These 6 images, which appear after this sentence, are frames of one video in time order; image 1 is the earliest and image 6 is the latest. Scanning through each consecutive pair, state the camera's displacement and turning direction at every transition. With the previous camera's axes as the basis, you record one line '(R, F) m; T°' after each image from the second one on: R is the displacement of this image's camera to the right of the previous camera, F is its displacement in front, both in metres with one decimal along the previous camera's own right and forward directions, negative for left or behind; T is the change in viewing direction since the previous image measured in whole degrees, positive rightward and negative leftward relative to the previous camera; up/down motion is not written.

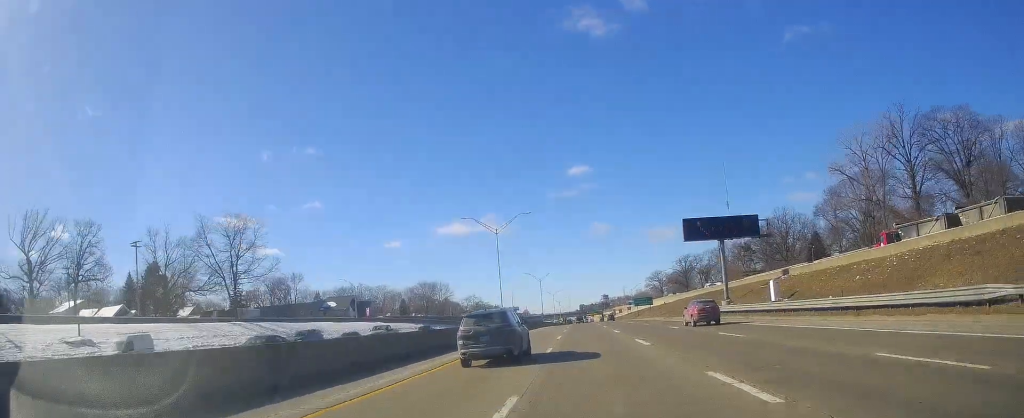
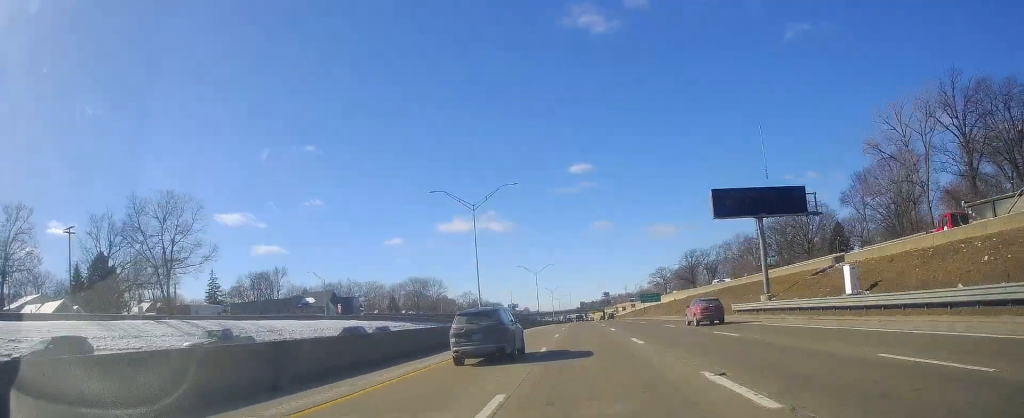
(-0.1, +14.8) m; 0°
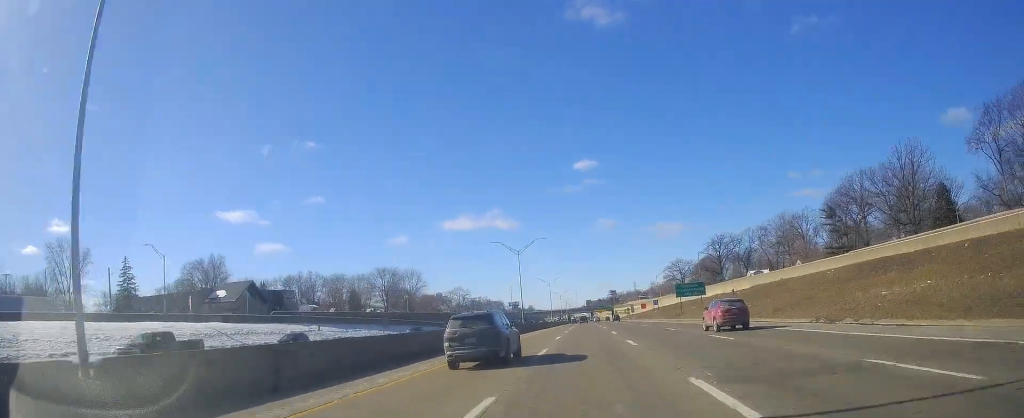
(0.0, +45.9) m; 0°
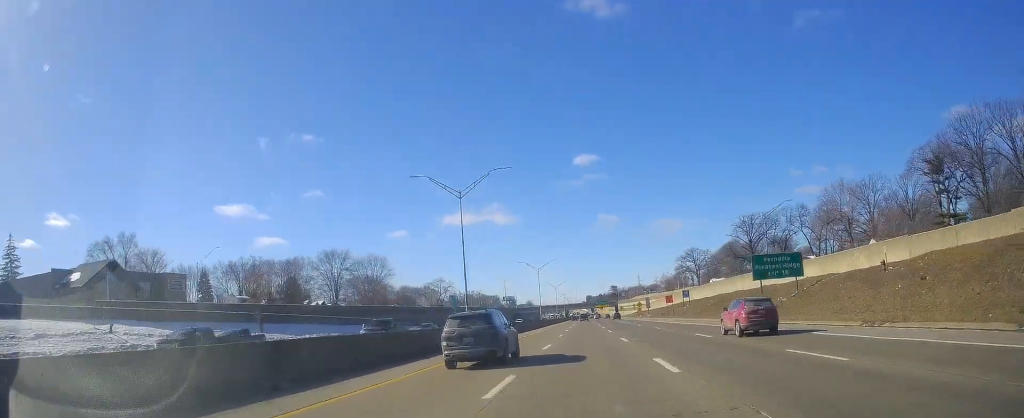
(0.0, +42.4) m; 0°
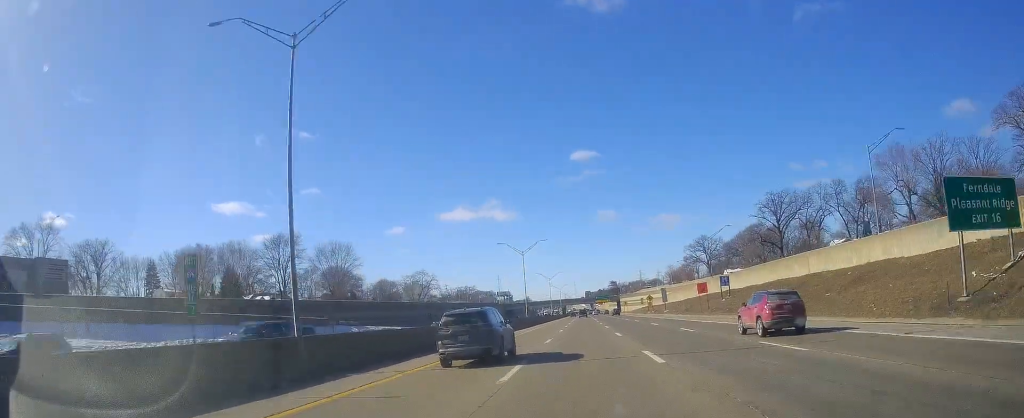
(0.0, +28.9) m; 0°
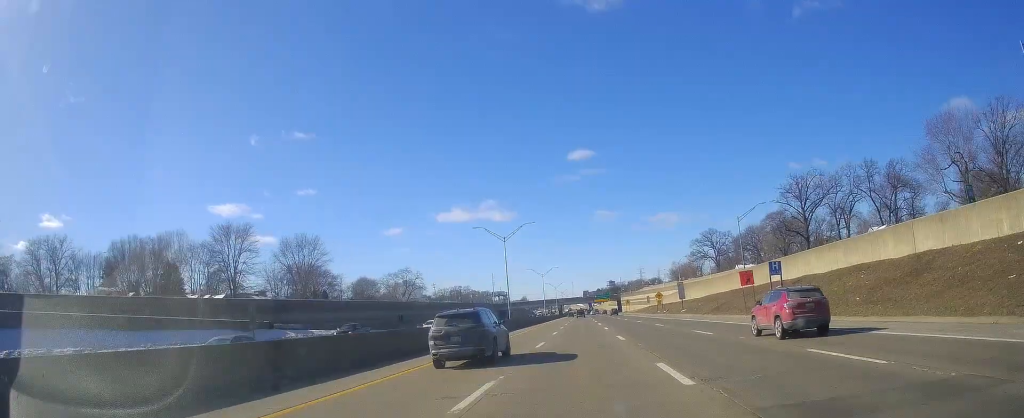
(0.0, +20.2) m; 0°
